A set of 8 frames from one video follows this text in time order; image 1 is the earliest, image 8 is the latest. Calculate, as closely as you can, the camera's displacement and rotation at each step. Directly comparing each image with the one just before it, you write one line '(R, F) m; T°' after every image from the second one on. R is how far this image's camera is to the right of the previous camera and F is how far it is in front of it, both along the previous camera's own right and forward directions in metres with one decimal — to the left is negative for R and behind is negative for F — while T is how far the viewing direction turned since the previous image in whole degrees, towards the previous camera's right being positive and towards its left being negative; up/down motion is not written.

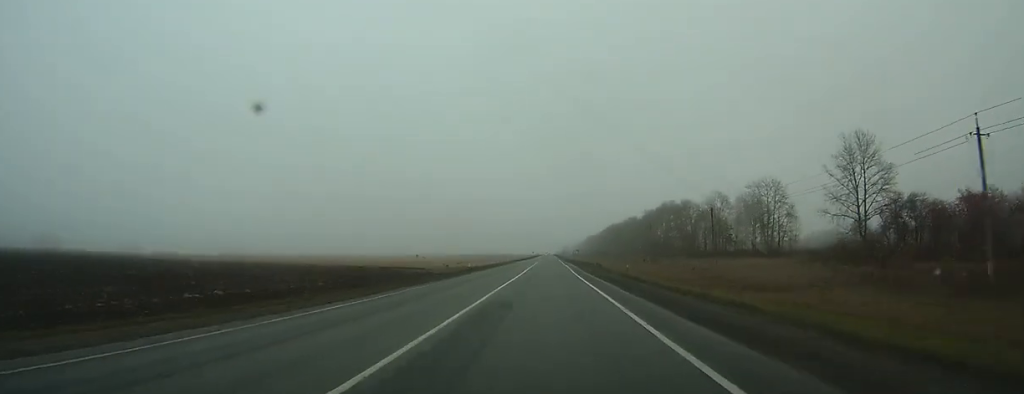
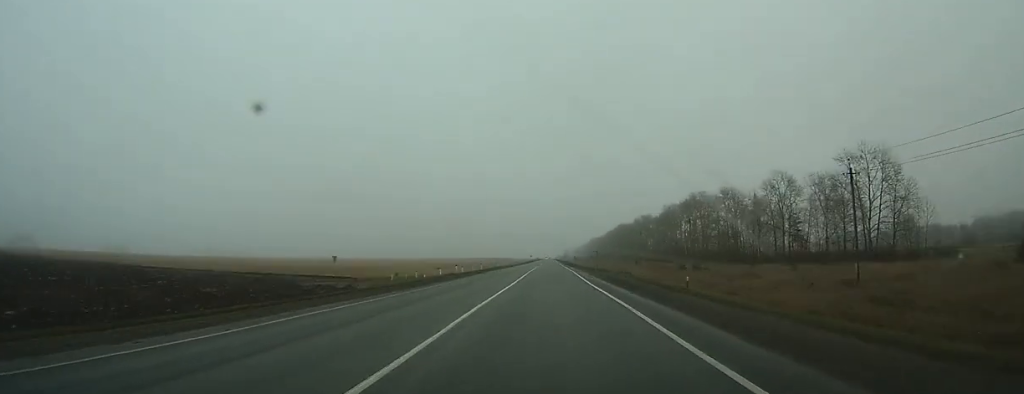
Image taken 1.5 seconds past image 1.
(+0.2, +43.2) m; 0°
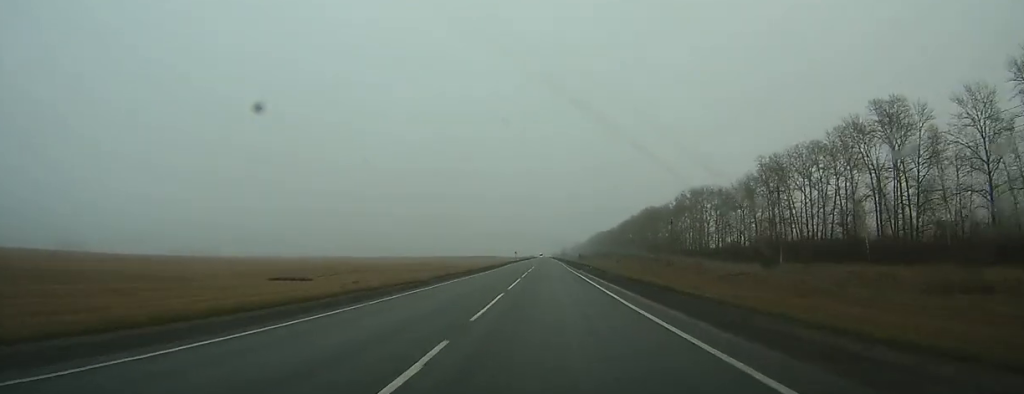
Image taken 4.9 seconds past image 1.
(+0.5, +101.5) m; 0°
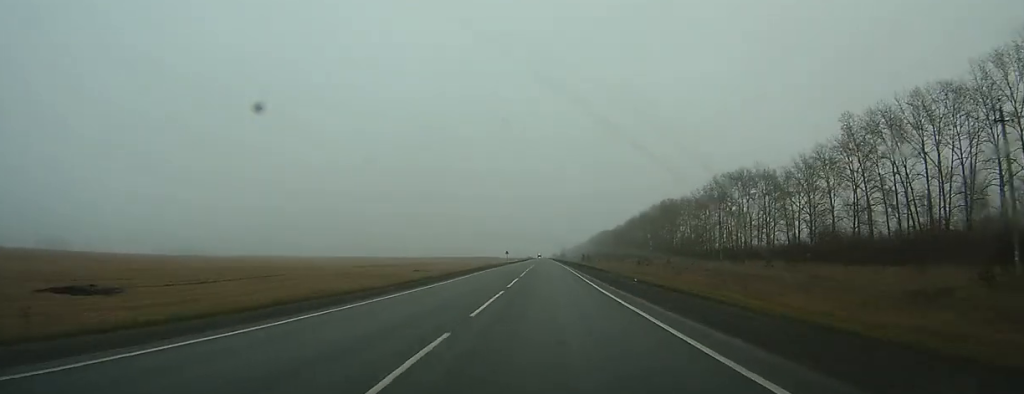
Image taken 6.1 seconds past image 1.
(0.0, +34.9) m; 0°
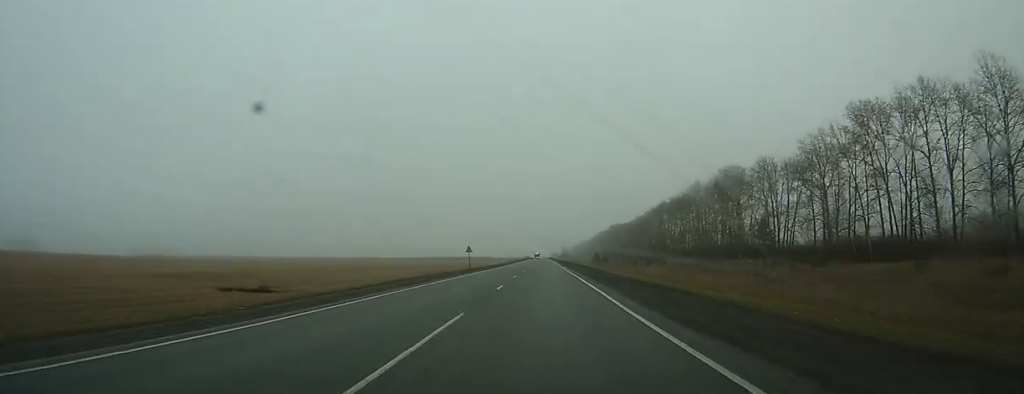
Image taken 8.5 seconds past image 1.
(+0.1, +66.9) m; 0°
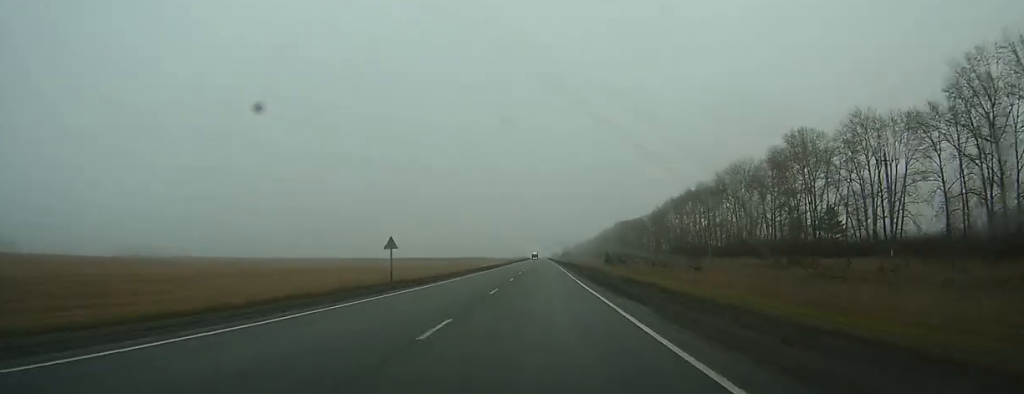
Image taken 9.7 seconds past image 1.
(0.0, +35.8) m; 0°
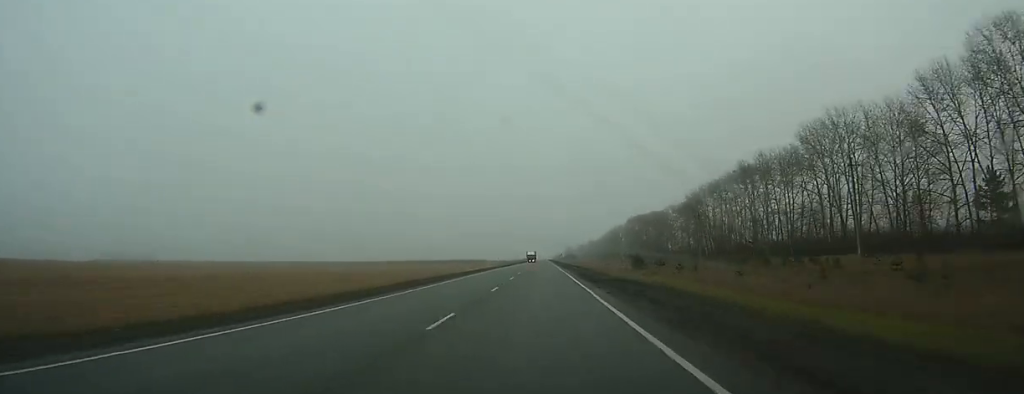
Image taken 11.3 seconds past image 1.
(-0.1, +44.5) m; 0°
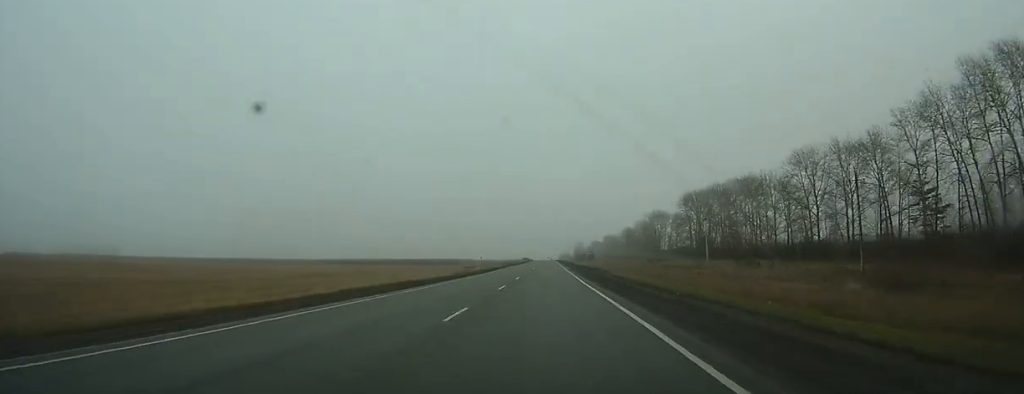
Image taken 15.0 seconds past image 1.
(+0.3, +105.2) m; 0°
